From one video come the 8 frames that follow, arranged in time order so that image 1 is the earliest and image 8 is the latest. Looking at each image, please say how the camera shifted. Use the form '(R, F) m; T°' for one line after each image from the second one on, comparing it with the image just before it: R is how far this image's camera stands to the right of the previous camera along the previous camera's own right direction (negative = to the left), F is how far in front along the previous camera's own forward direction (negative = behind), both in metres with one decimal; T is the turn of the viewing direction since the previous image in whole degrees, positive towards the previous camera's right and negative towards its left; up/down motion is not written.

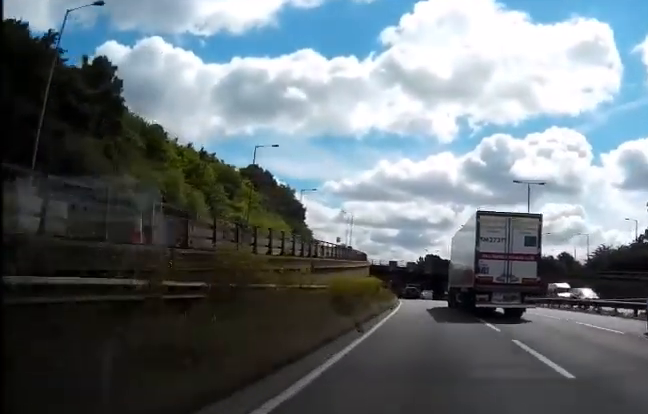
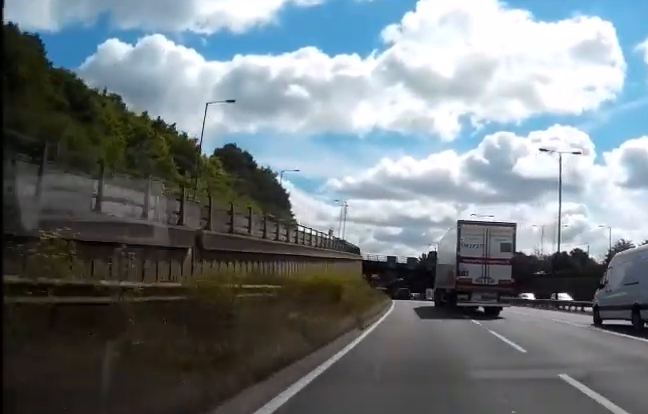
(0.0, +14.5) m; -1°
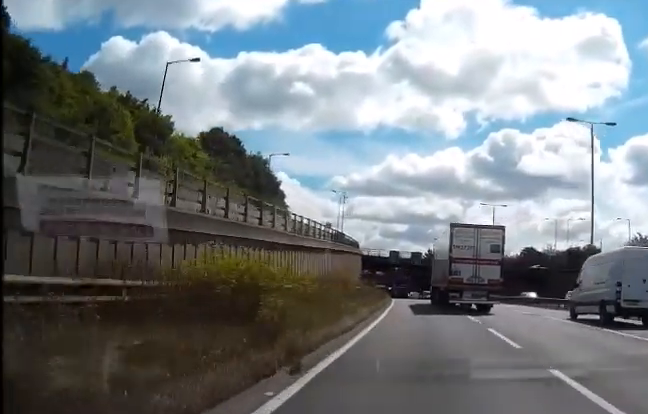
(+0.1, +8.6) m; -1°
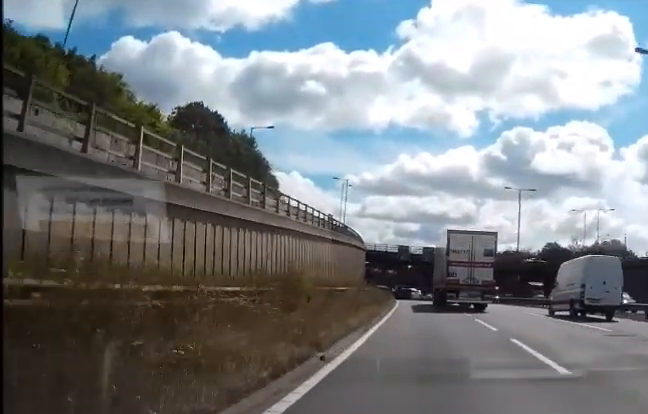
(-0.2, +12.6) m; -1°
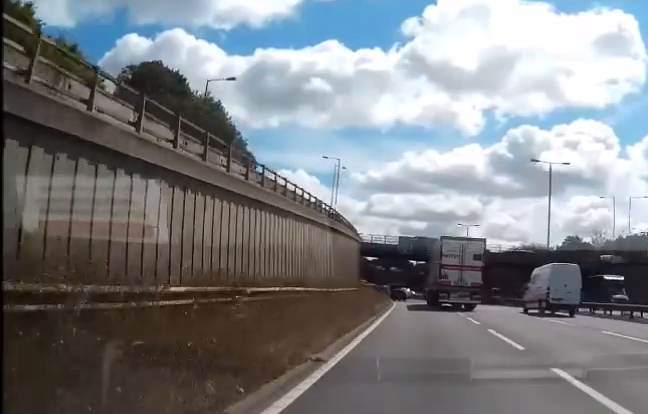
(-0.2, +14.3) m; -1°
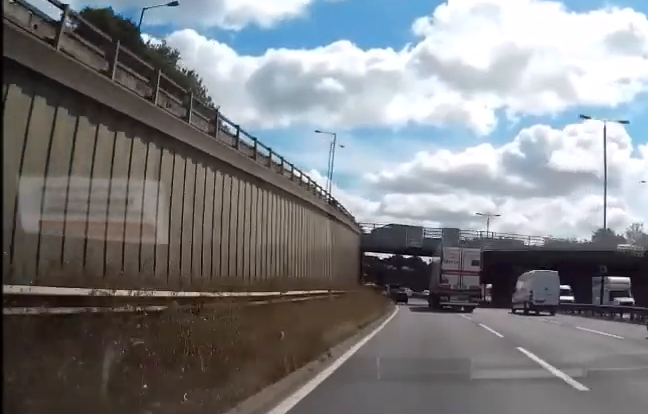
(-0.1, +13.8) m; -1°
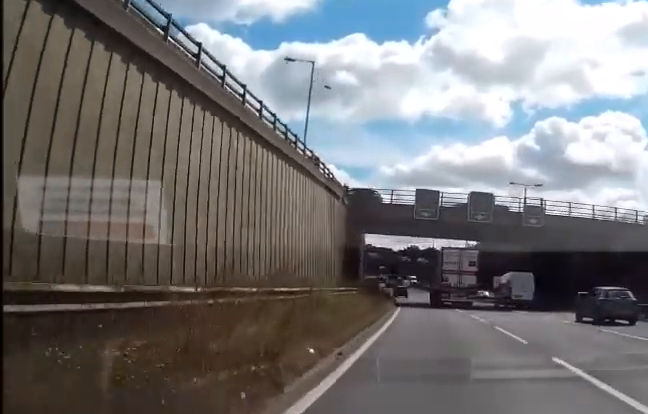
(-0.2, +20.3) m; -1°
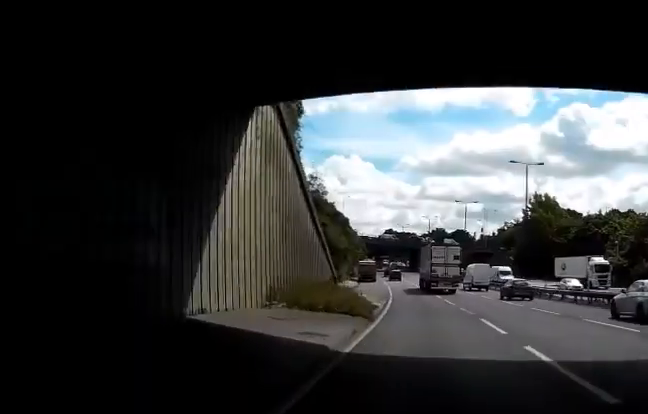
(-0.8, +43.3) m; -3°
